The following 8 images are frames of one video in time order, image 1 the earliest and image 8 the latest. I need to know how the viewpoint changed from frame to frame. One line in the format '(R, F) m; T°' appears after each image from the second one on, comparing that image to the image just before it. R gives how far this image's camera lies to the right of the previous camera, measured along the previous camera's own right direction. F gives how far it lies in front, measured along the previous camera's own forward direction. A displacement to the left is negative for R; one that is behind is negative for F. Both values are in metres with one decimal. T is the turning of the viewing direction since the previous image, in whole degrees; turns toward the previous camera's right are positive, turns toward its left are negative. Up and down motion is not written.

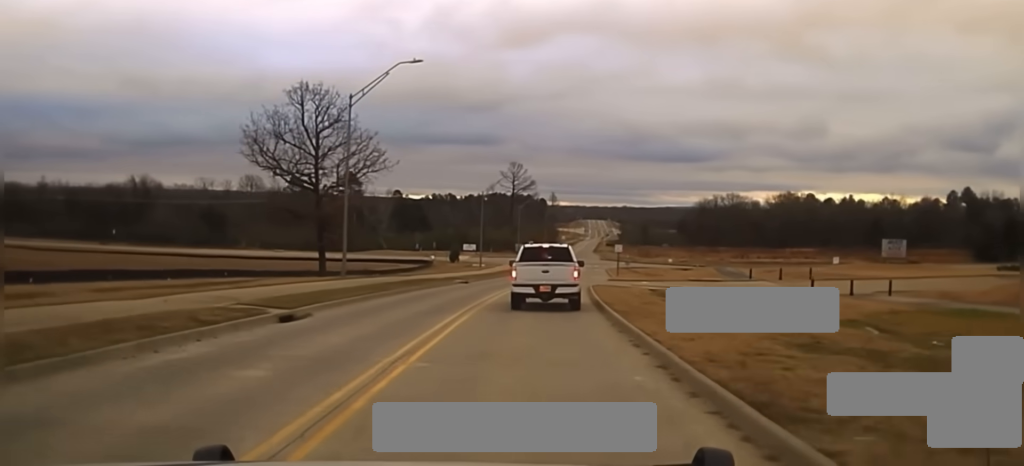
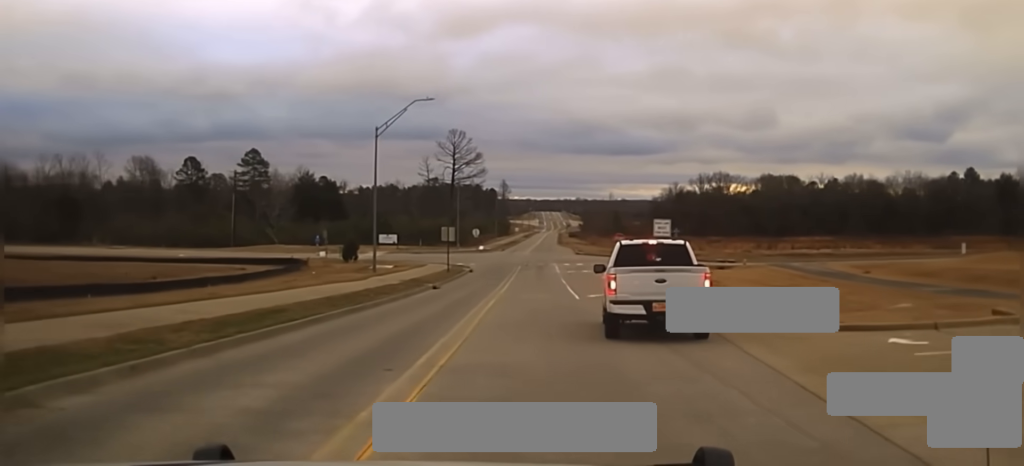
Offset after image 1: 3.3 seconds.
(+1.3, +47.2) m; +2°
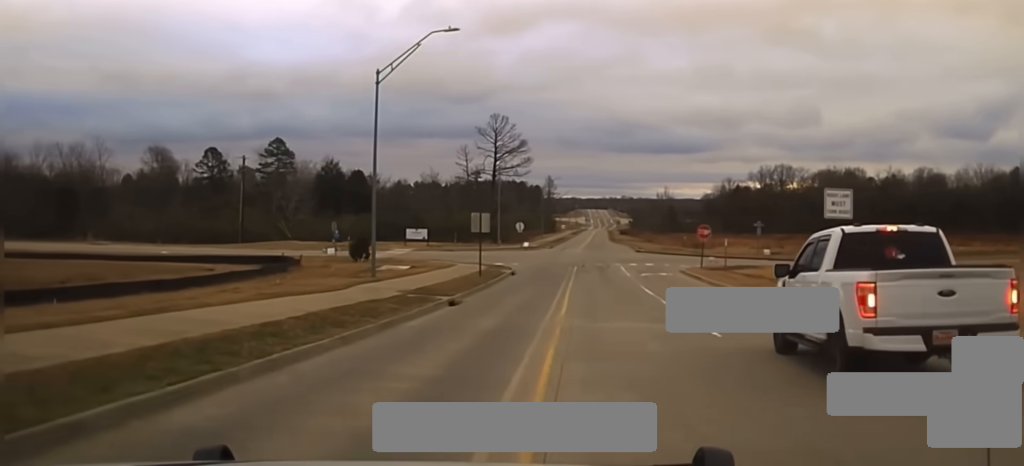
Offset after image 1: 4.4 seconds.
(-0.4, +14.0) m; -4°
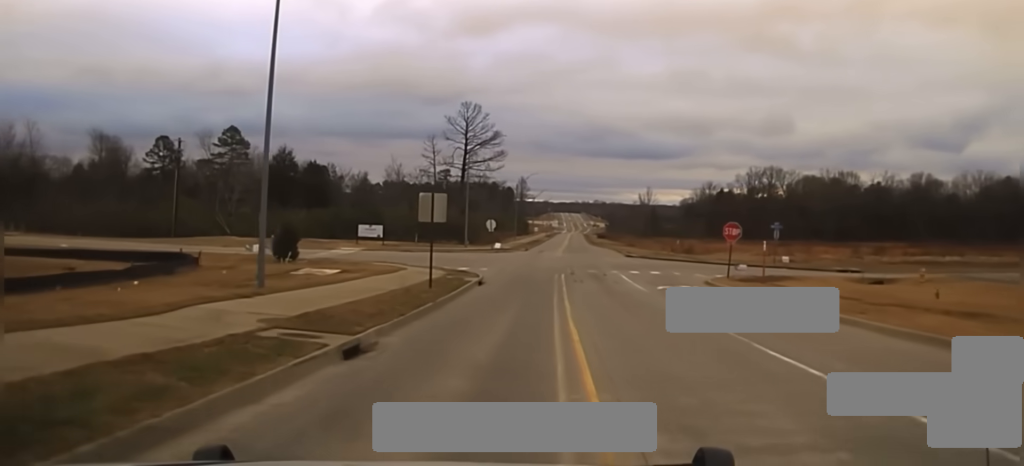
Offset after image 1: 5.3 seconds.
(-0.5, +12.8) m; 0°
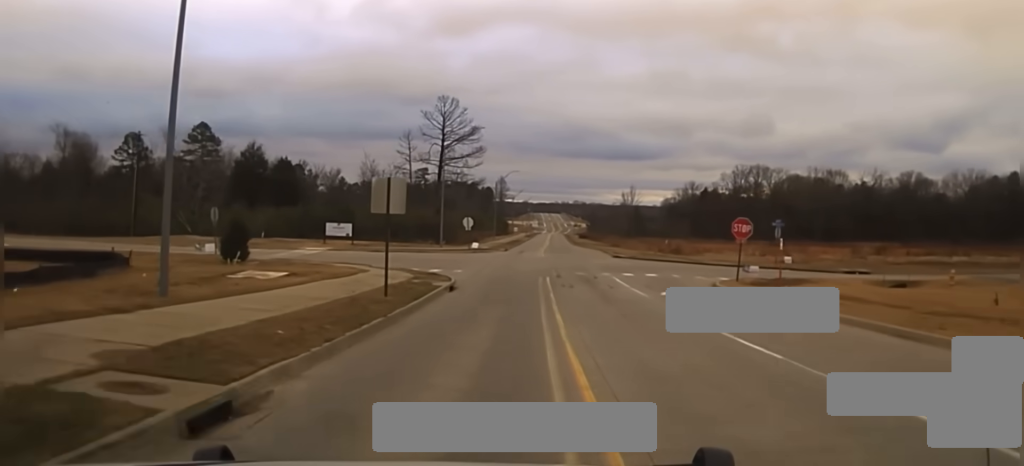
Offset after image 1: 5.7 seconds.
(-0.4, +5.9) m; +4°
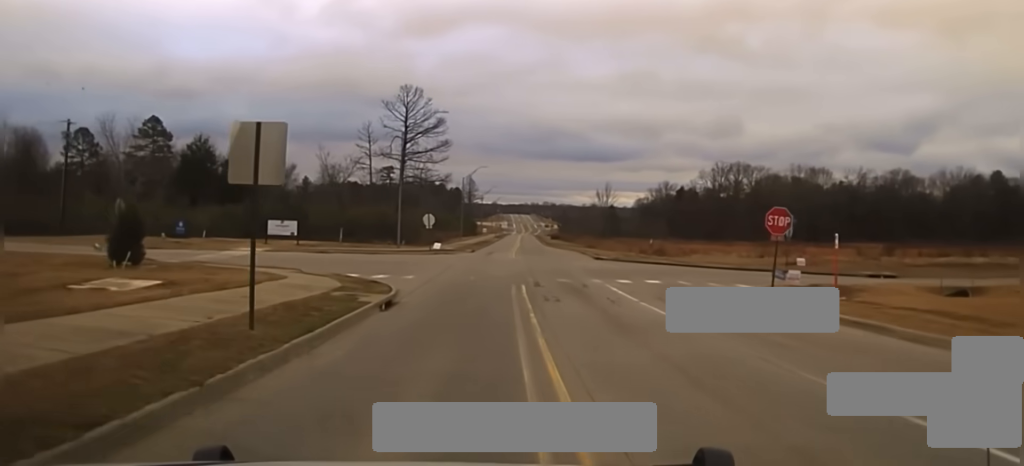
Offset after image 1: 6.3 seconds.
(+0.2, +8.8) m; +5°
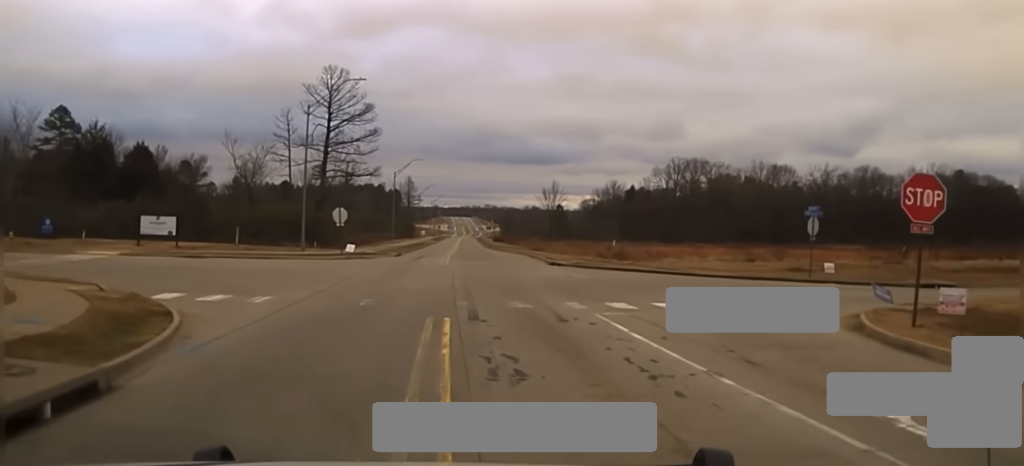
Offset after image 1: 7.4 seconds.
(+2.0, +17.3) m; +4°
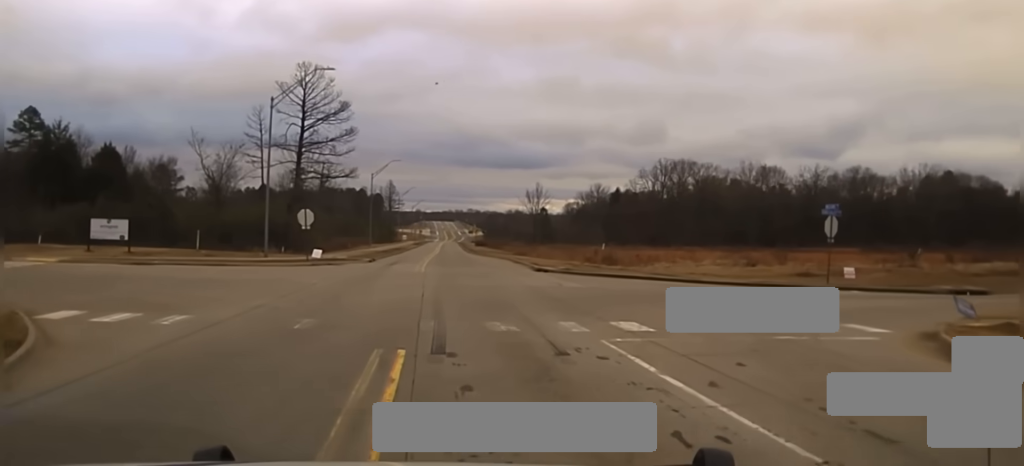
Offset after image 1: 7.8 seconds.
(-0.3, +5.6) m; -1°
